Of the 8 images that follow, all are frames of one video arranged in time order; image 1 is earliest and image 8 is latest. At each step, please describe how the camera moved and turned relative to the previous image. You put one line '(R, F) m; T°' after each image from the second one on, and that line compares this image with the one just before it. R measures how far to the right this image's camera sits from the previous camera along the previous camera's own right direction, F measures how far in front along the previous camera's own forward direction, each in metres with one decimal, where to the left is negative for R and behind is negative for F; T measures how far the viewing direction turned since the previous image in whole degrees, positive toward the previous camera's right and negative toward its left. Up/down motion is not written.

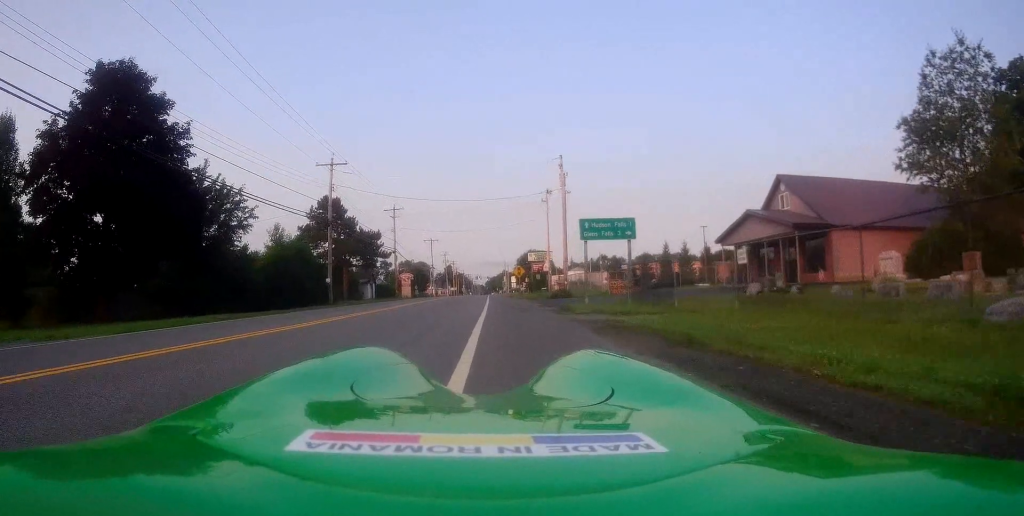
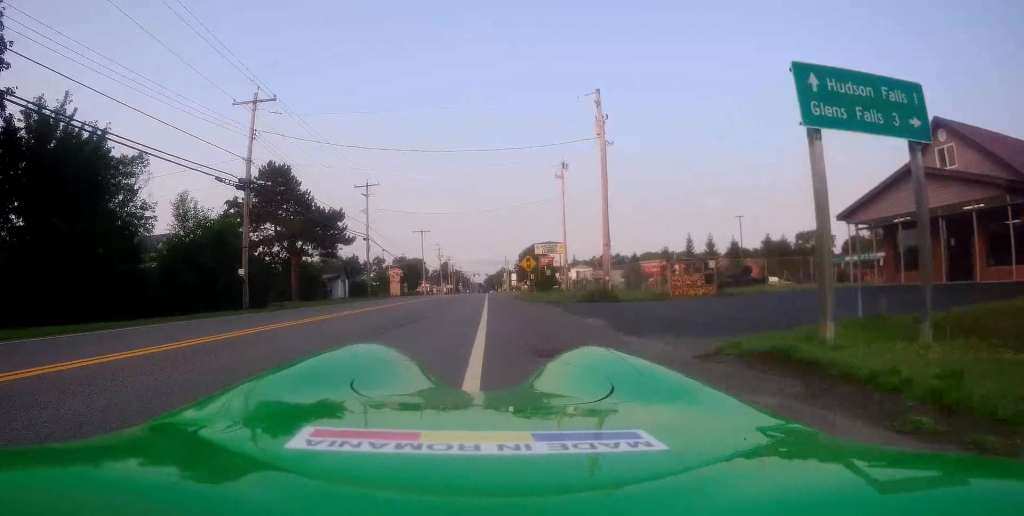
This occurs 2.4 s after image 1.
(+0.4, +15.3) m; +4°
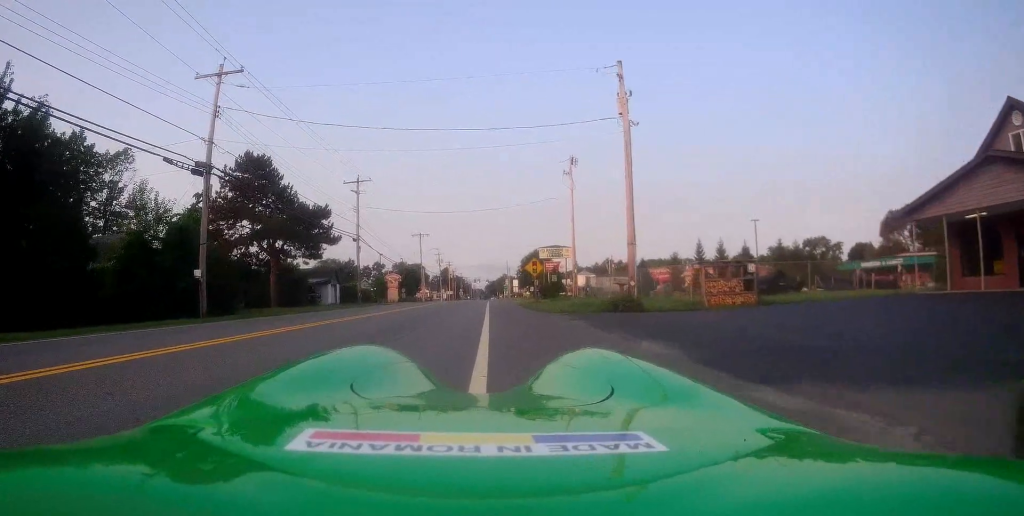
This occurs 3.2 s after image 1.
(+0.2, +4.8) m; -1°
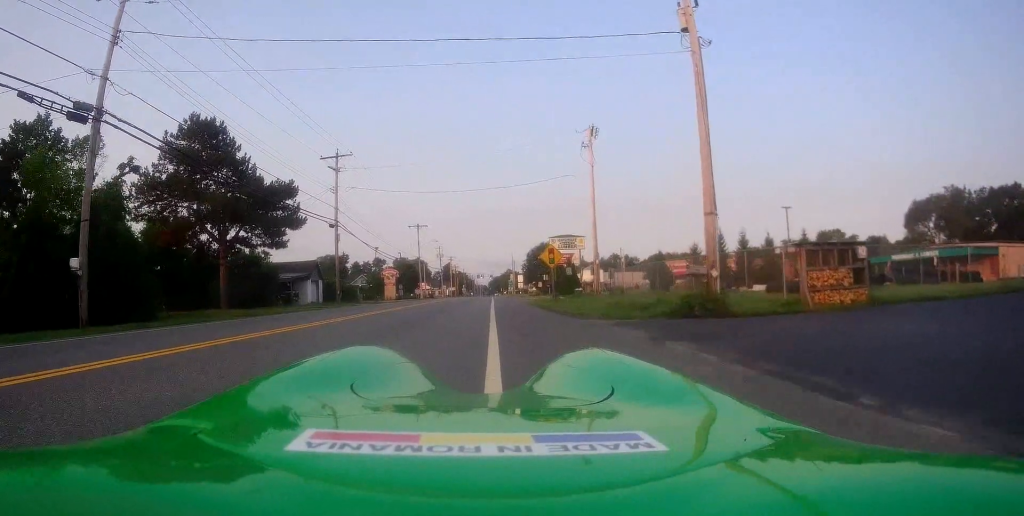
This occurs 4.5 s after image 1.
(-0.2, +8.1) m; 0°
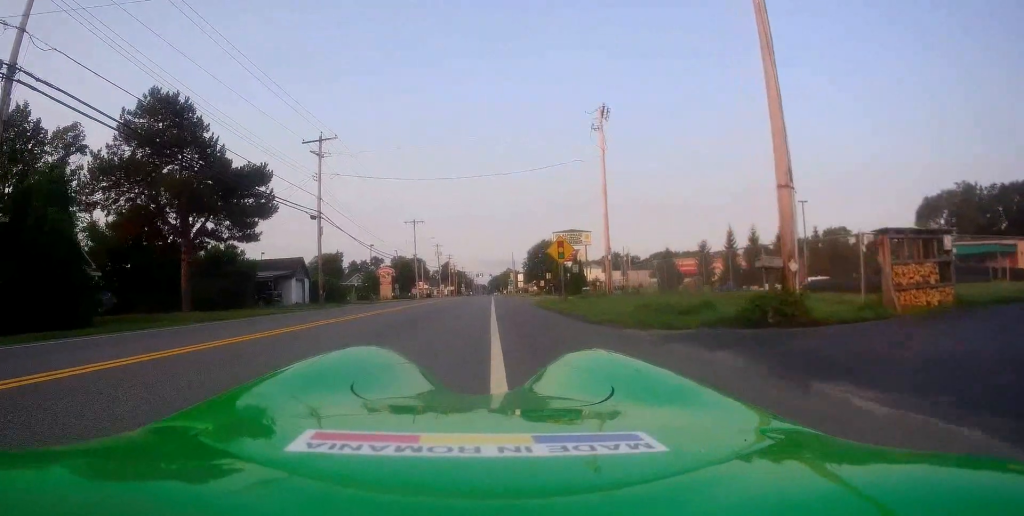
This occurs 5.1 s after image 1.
(+0.2, +4.1) m; +2°
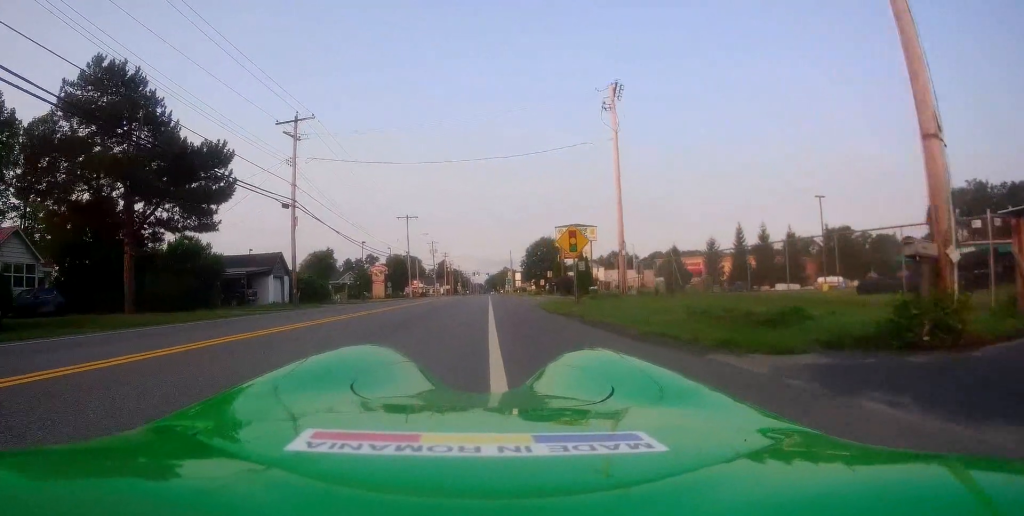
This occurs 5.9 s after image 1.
(0.0, +4.6) m; 0°
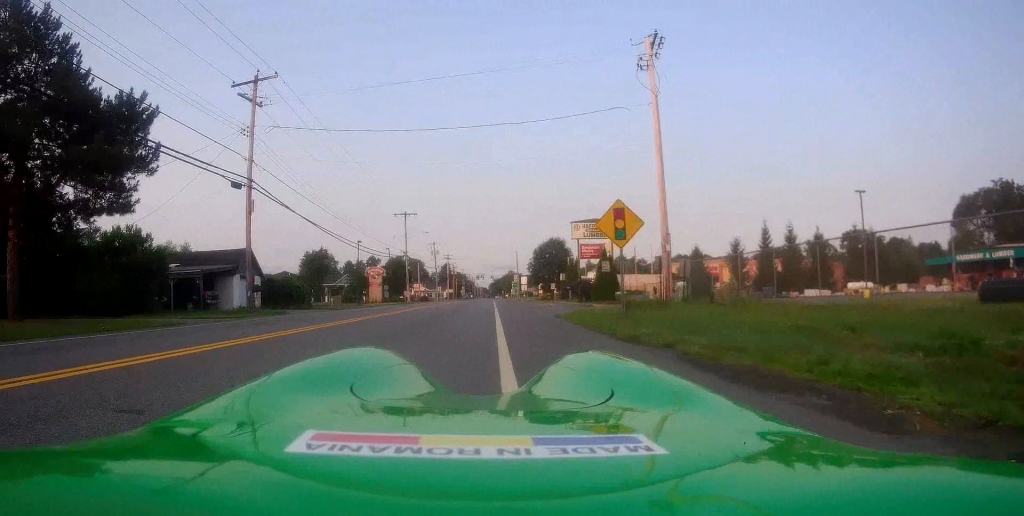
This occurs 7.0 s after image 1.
(0.0, +6.9) m; +1°
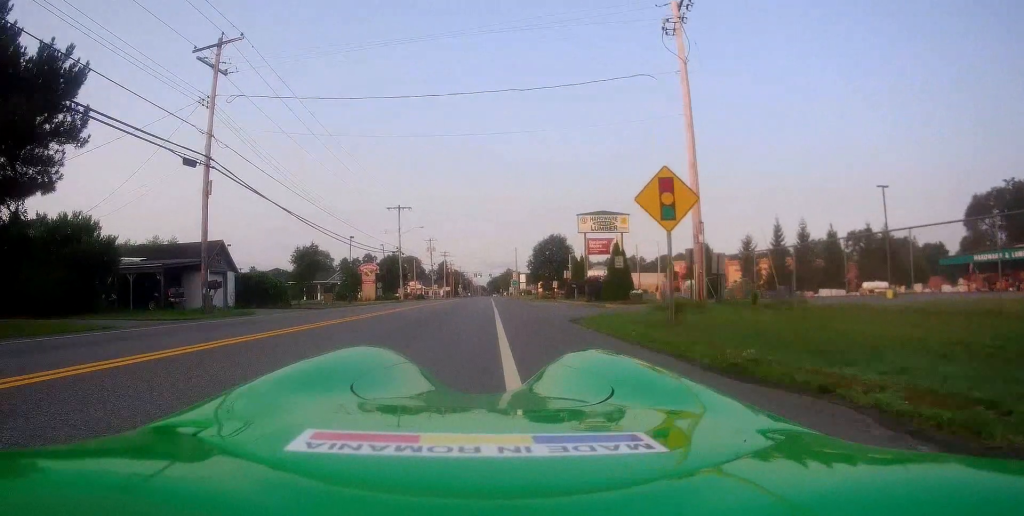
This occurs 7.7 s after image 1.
(0.0, +4.1) m; -1°
